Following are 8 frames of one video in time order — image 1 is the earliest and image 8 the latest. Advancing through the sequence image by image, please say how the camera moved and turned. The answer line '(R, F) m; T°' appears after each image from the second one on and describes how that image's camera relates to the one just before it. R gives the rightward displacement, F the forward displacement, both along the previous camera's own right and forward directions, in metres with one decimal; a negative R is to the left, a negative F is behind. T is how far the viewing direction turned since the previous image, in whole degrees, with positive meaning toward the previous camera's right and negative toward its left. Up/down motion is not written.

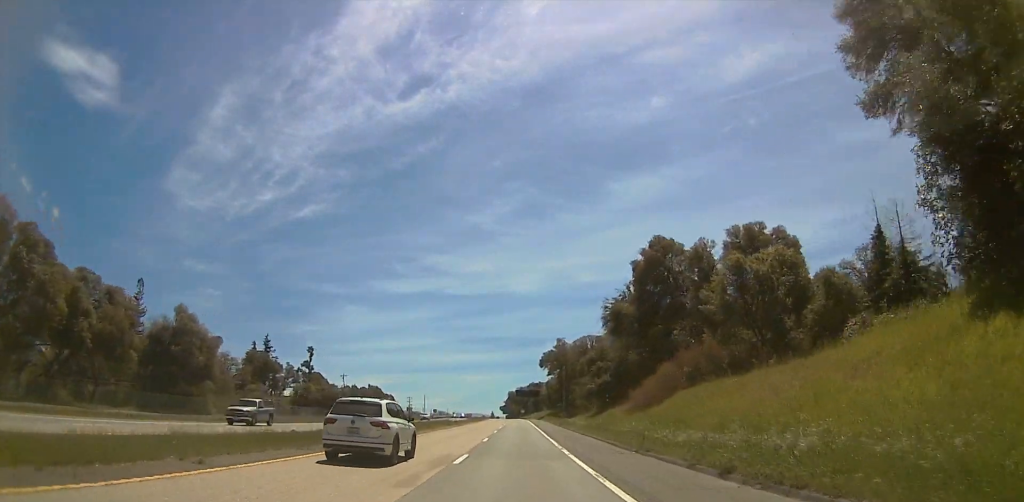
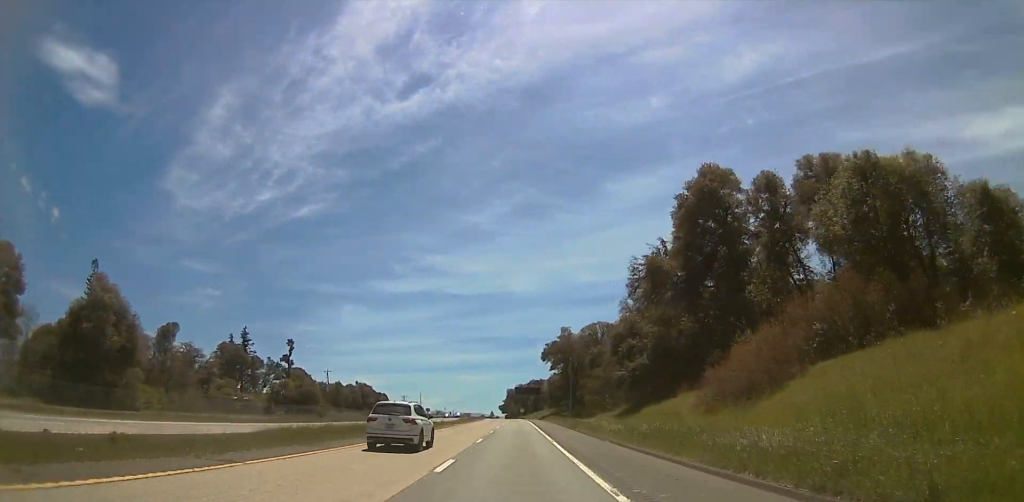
(0.0, +18.0) m; 0°
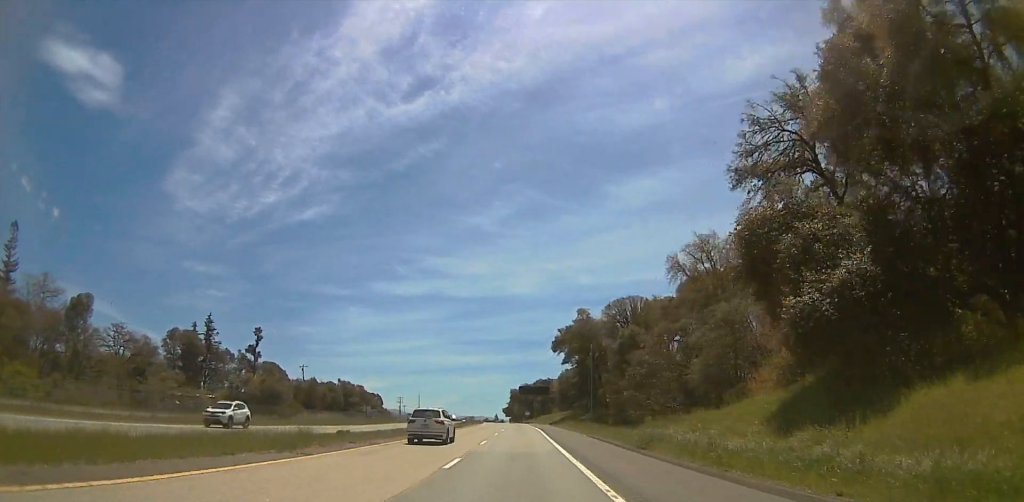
(0.0, +27.7) m; 0°
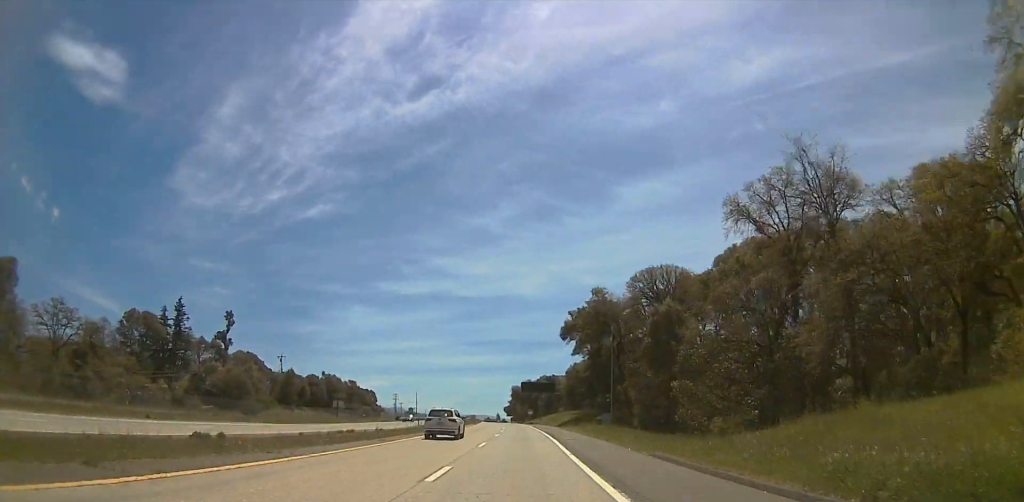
(0.0, +18.3) m; 0°
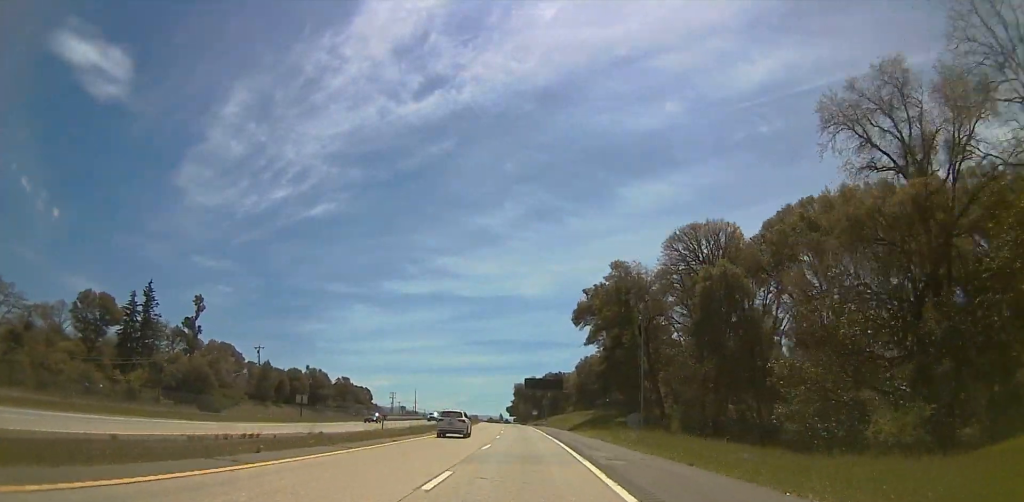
(0.0, +16.5) m; 0°
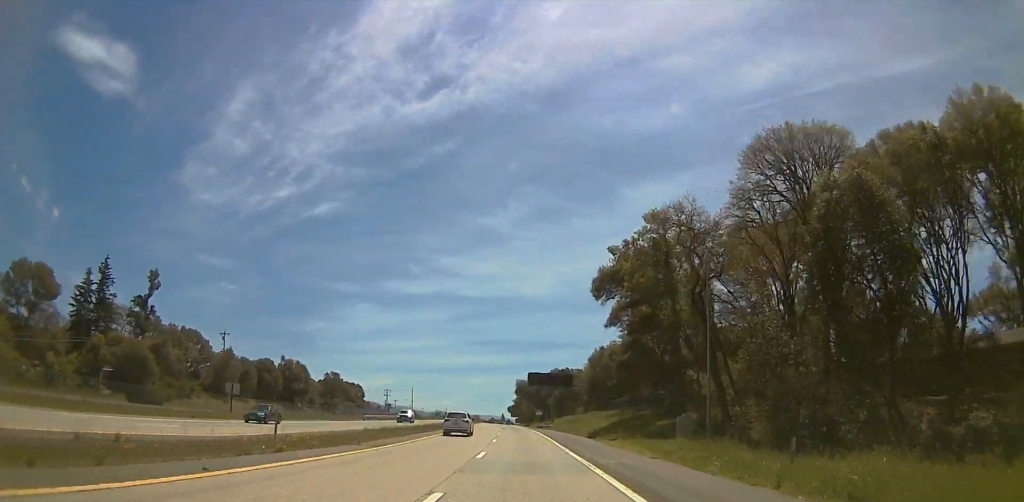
(0.0, +19.4) m; 0°
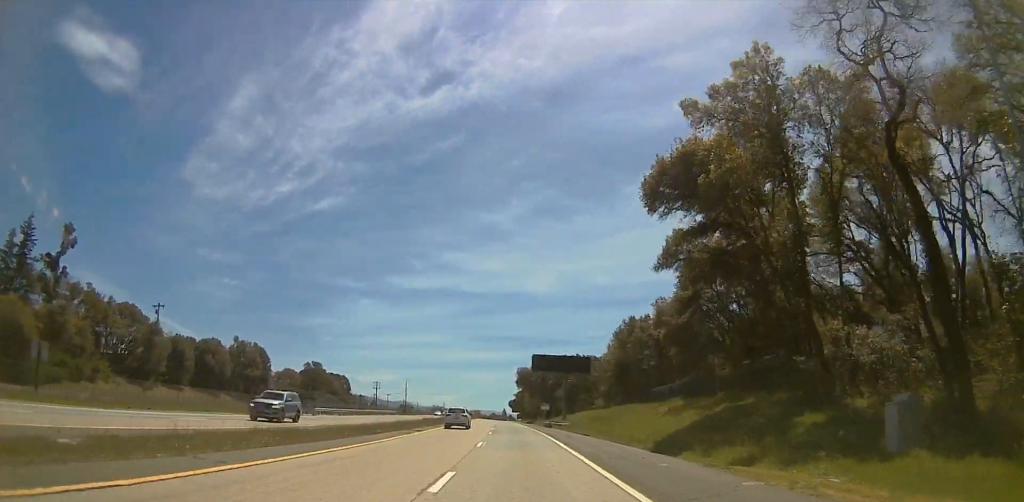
(0.0, +26.3) m; 0°
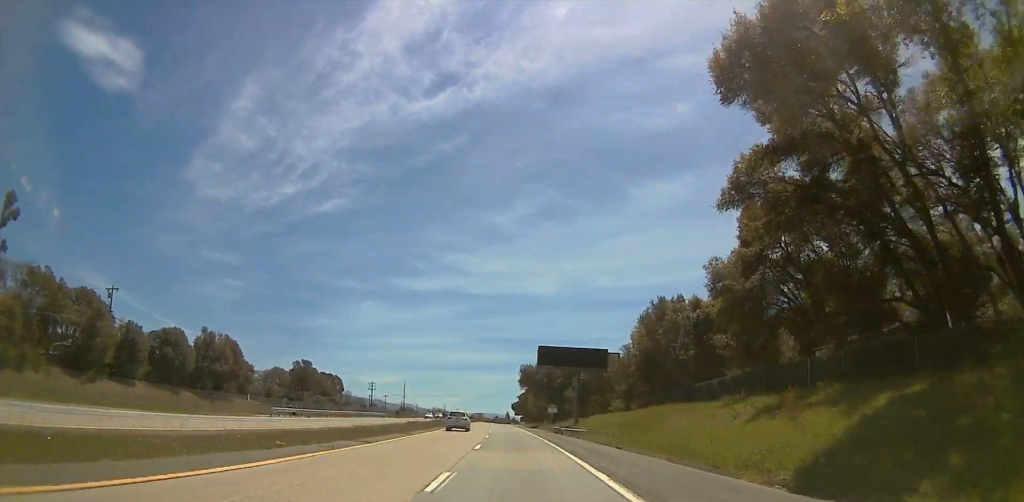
(0.0, +14.7) m; 0°
